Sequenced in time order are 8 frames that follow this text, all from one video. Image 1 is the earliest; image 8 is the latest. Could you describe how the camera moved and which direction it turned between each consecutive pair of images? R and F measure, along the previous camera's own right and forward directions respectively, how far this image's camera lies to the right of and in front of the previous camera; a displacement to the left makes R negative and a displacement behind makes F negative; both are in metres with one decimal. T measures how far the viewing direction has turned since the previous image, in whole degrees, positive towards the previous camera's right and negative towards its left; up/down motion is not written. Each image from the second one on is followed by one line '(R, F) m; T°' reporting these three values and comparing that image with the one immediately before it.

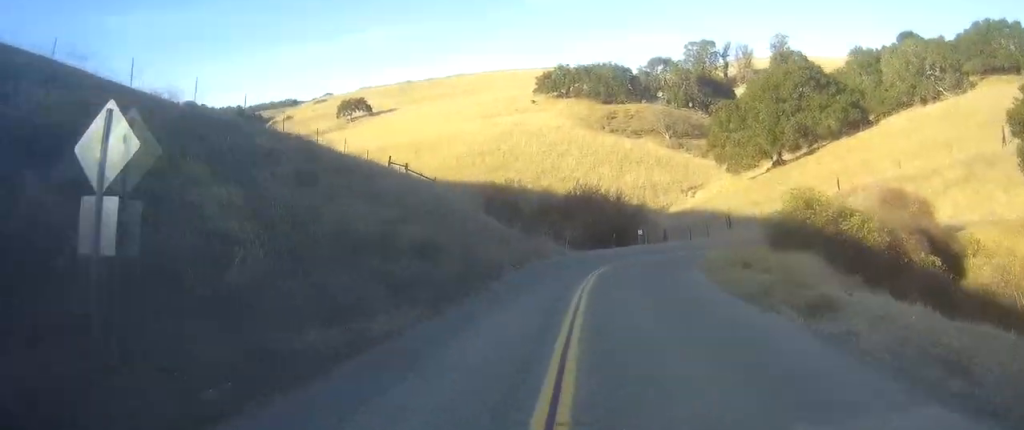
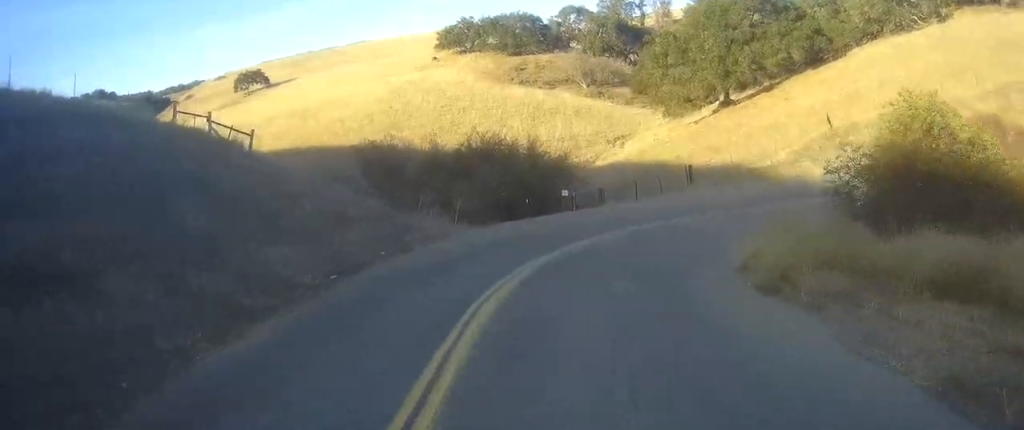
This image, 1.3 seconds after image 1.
(-0.1, +16.4) m; 0°
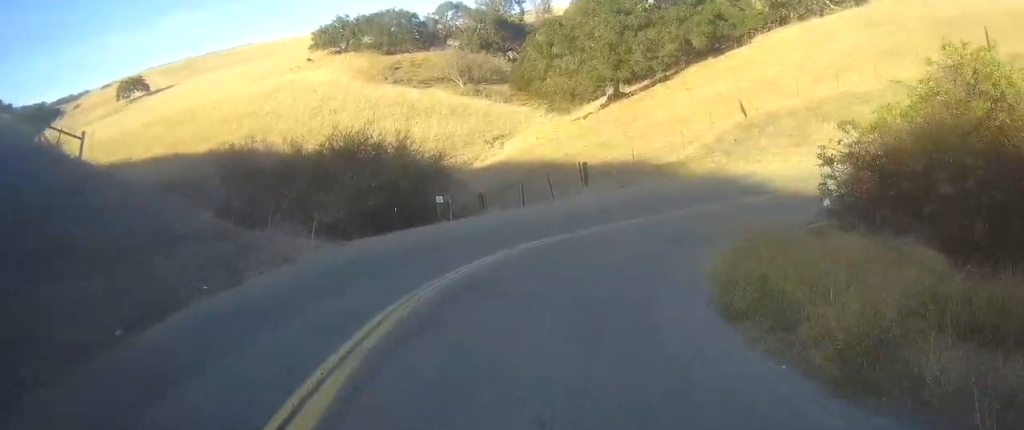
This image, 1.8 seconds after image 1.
(-0.1, +5.3) m; +1°
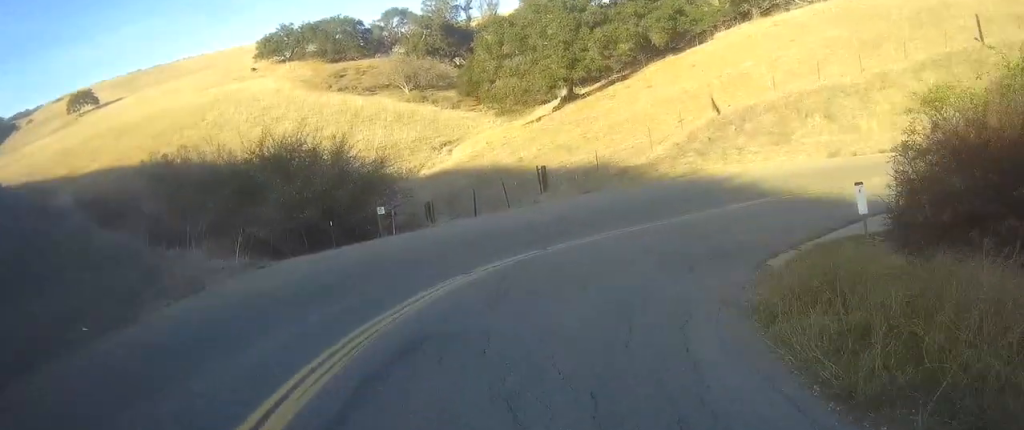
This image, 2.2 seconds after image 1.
(0.0, +3.9) m; +3°
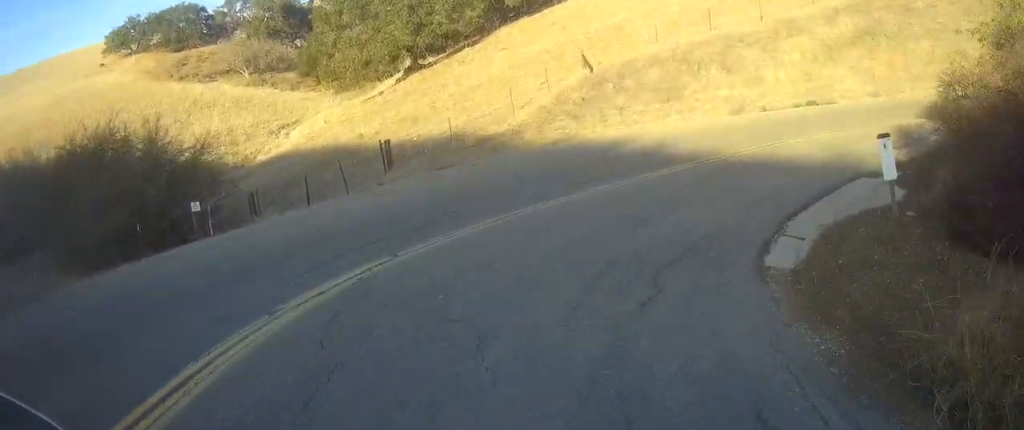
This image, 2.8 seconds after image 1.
(+0.2, +5.3) m; +9°
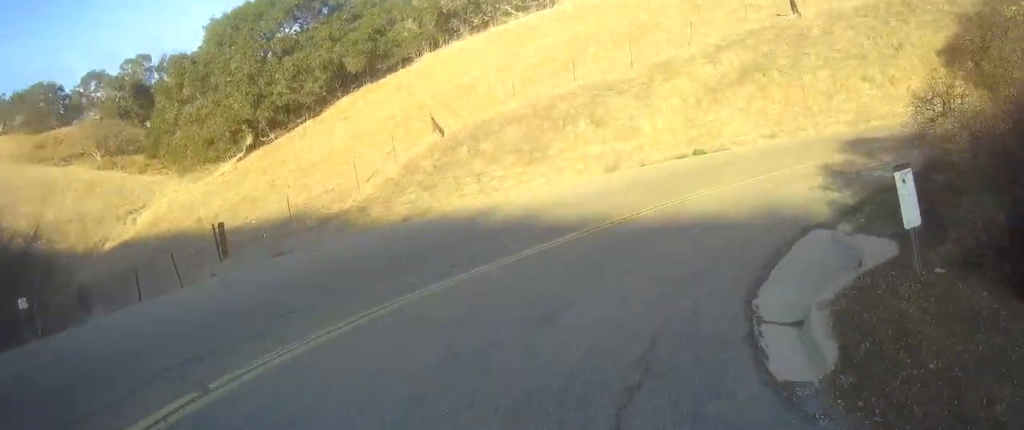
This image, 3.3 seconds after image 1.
(+0.1, +3.2) m; +10°
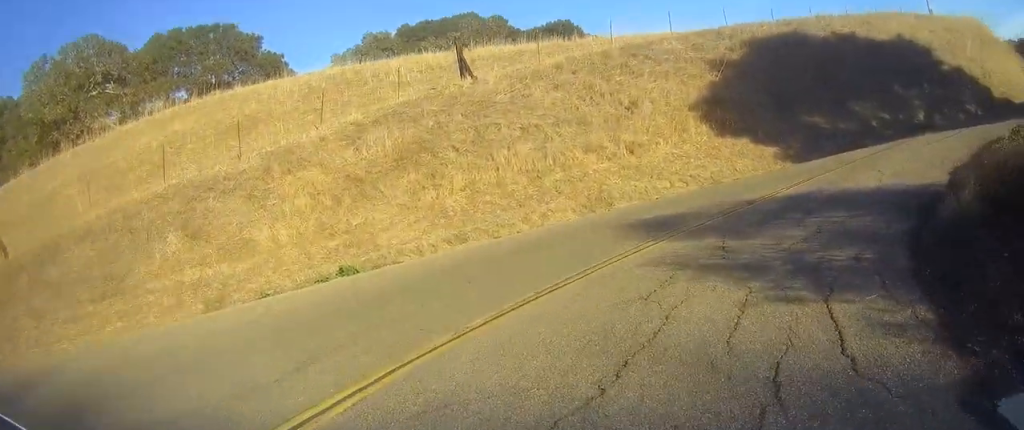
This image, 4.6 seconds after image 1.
(+2.9, +7.5) m; +43°
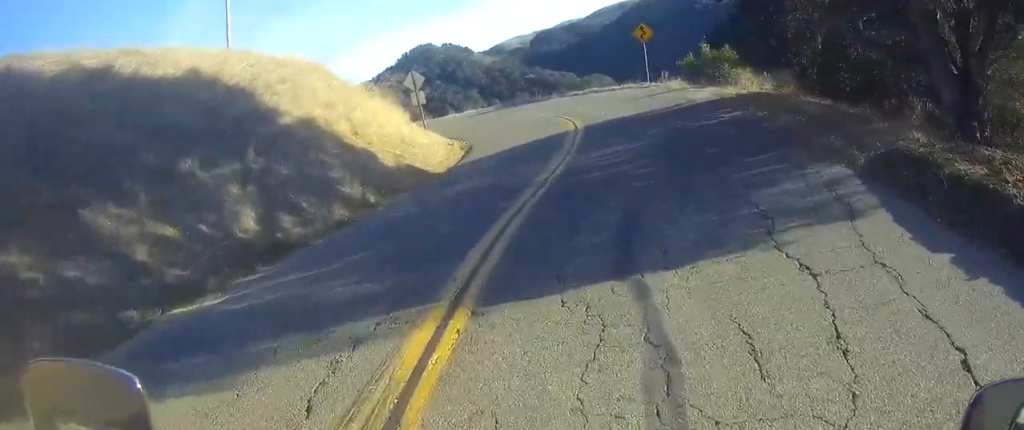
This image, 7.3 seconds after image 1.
(+9.6, +11.3) m; +76°
